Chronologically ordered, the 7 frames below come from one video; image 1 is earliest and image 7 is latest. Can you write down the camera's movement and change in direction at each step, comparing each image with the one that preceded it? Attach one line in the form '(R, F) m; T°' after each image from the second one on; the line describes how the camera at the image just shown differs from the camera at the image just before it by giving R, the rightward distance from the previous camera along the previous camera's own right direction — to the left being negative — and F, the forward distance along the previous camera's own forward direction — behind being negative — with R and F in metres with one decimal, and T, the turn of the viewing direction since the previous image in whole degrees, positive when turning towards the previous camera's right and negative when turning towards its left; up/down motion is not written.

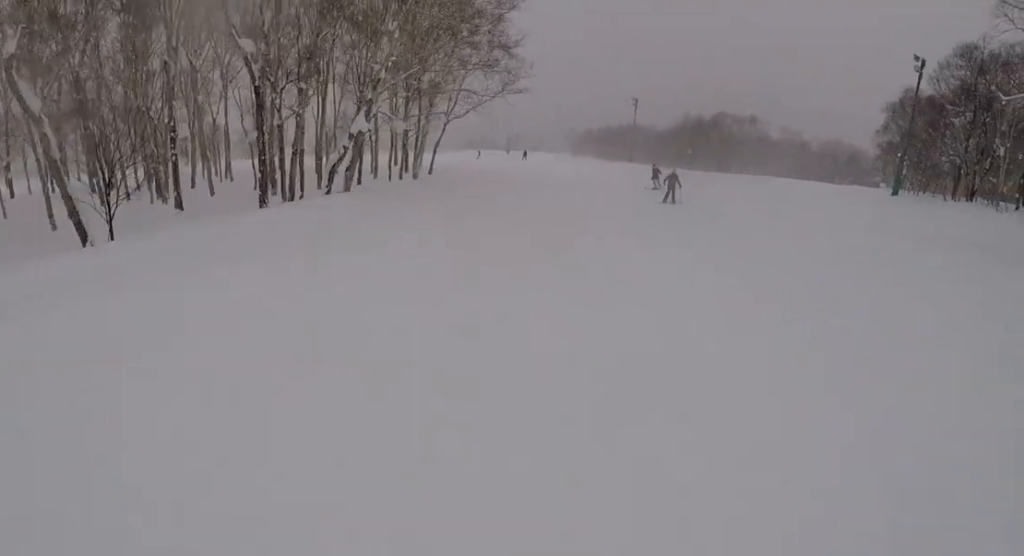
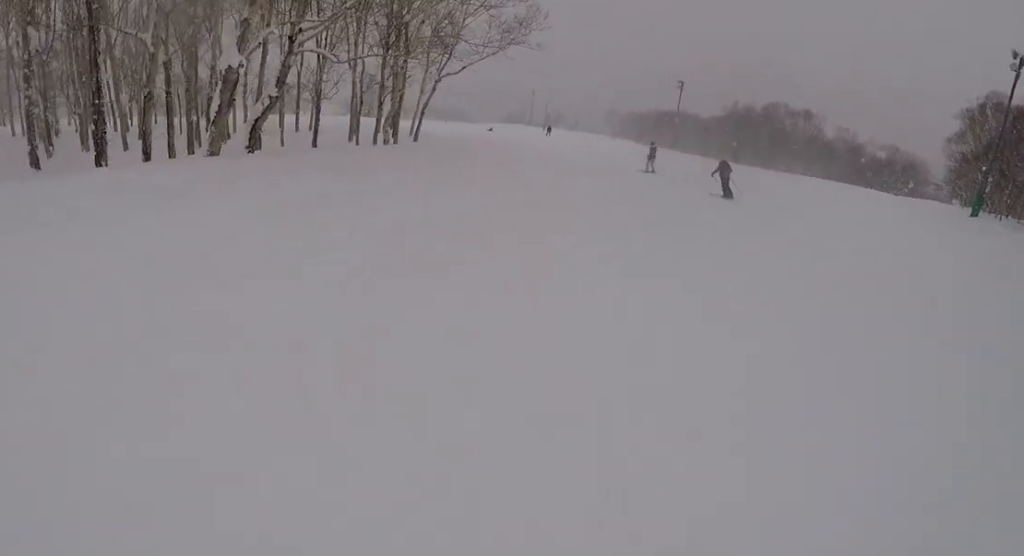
(-1.1, +9.0) m; -10°
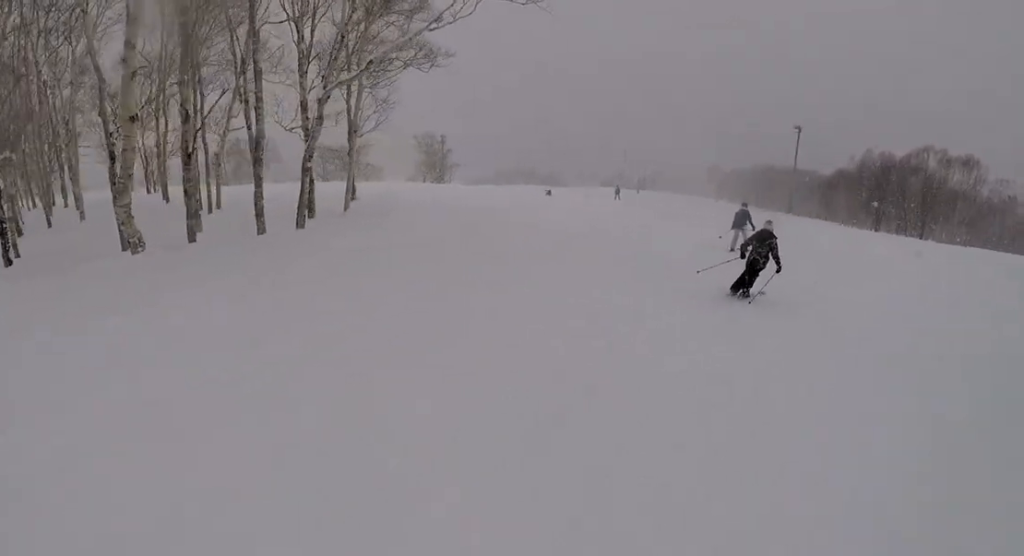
(+2.2, +20.7) m; +3°
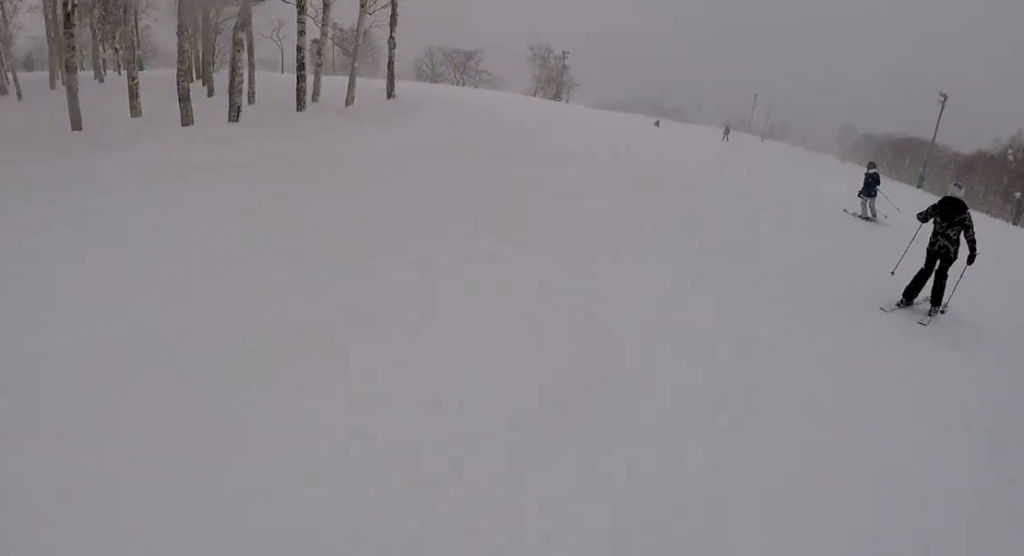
(-0.7, +6.3) m; -15°
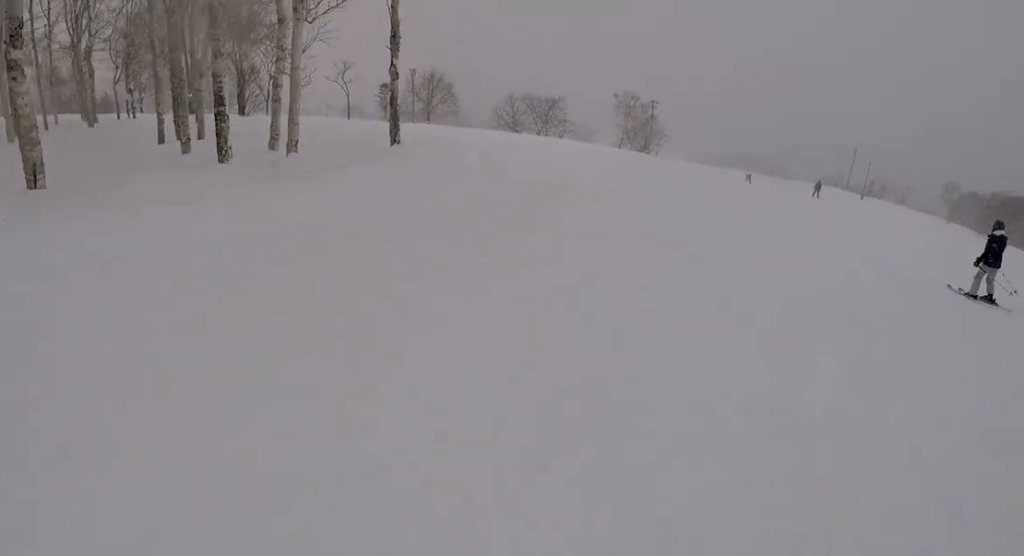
(-1.2, +6.8) m; -11°
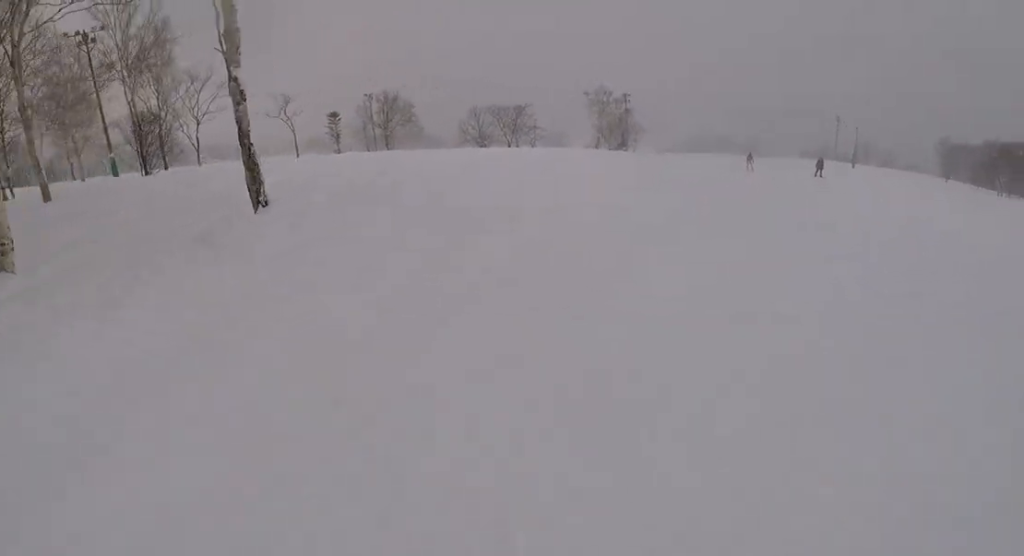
(-0.8, +9.0) m; +3°
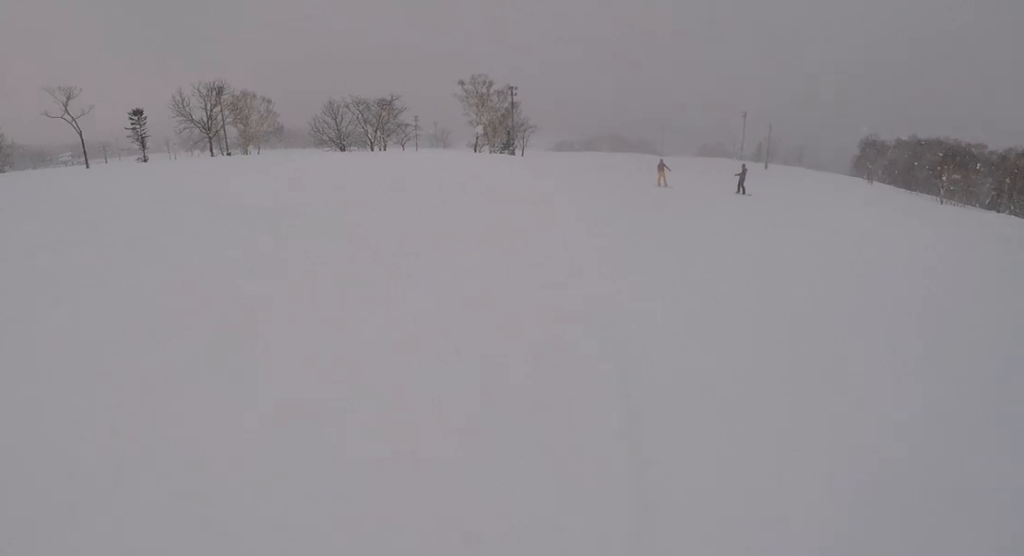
(+2.4, +19.6) m; -1°
